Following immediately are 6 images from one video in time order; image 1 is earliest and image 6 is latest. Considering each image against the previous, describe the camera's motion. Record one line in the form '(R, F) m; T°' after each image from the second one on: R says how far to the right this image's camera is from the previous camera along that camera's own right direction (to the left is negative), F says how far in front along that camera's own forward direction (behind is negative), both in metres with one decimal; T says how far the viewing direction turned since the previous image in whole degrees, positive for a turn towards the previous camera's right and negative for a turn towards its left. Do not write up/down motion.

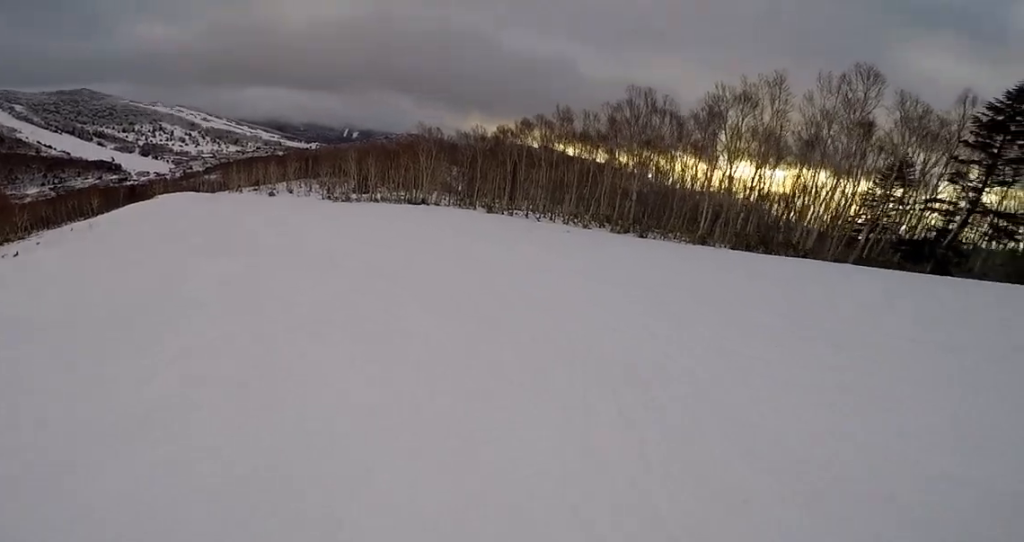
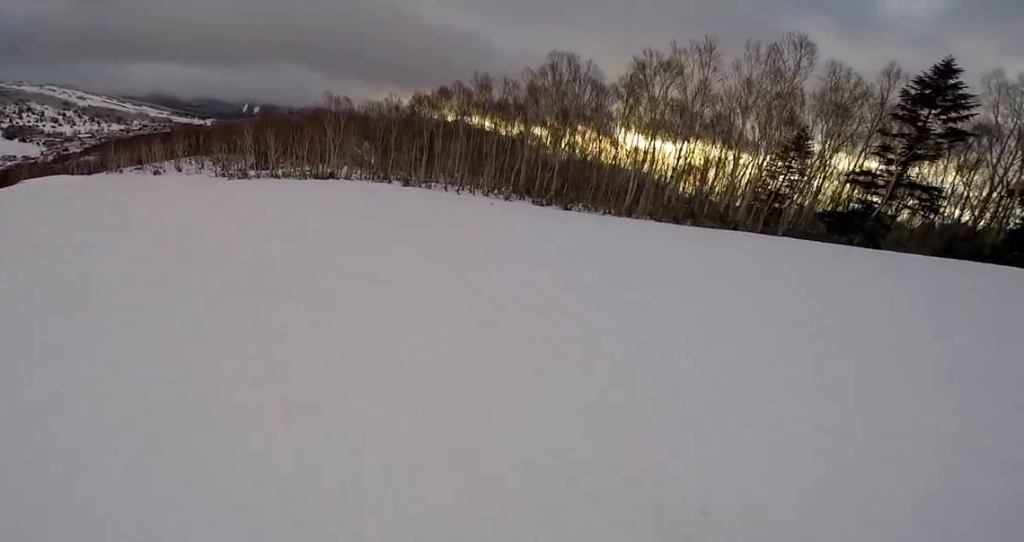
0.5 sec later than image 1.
(+0.3, +2.7) m; 0°
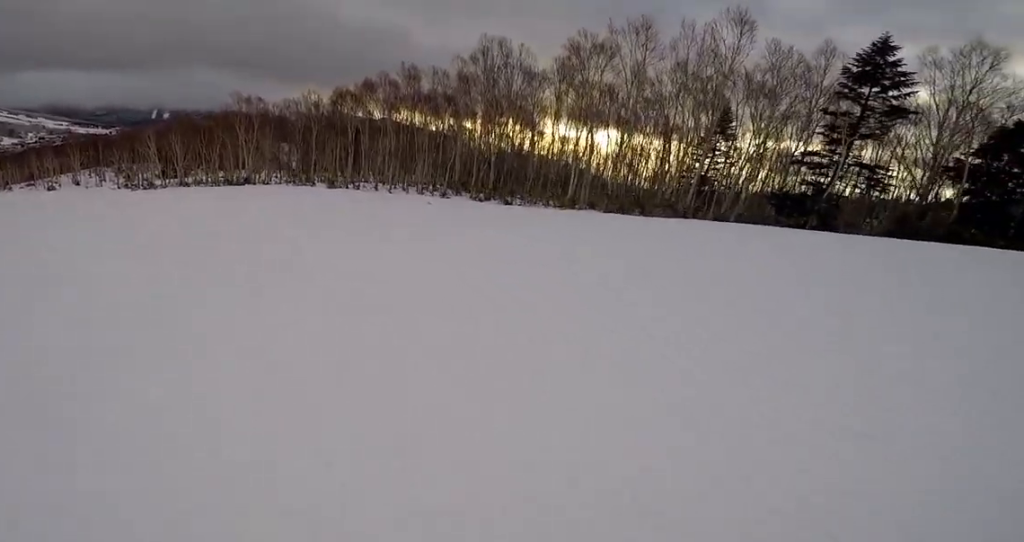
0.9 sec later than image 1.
(+0.3, +2.6) m; 0°
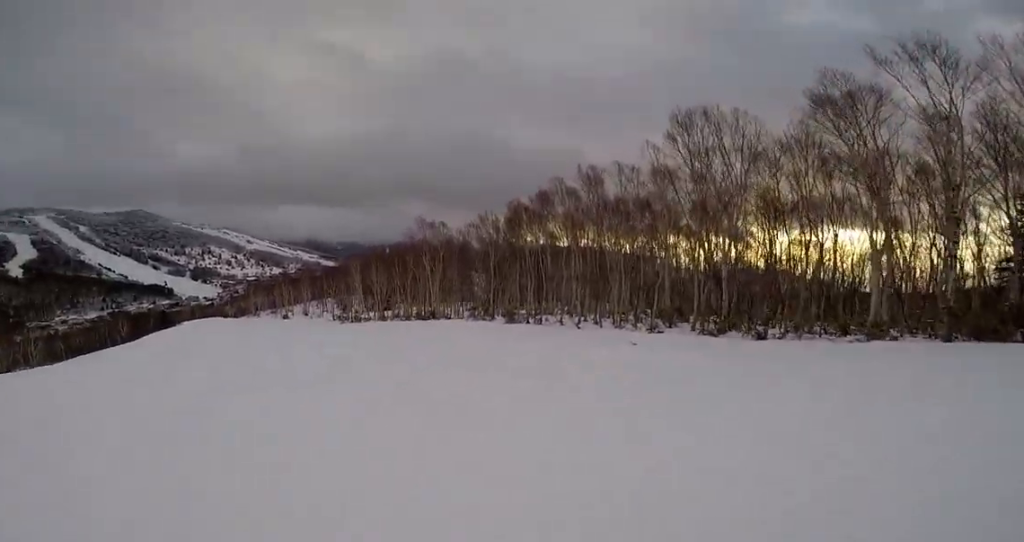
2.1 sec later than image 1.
(-1.0, +6.9) m; -20°
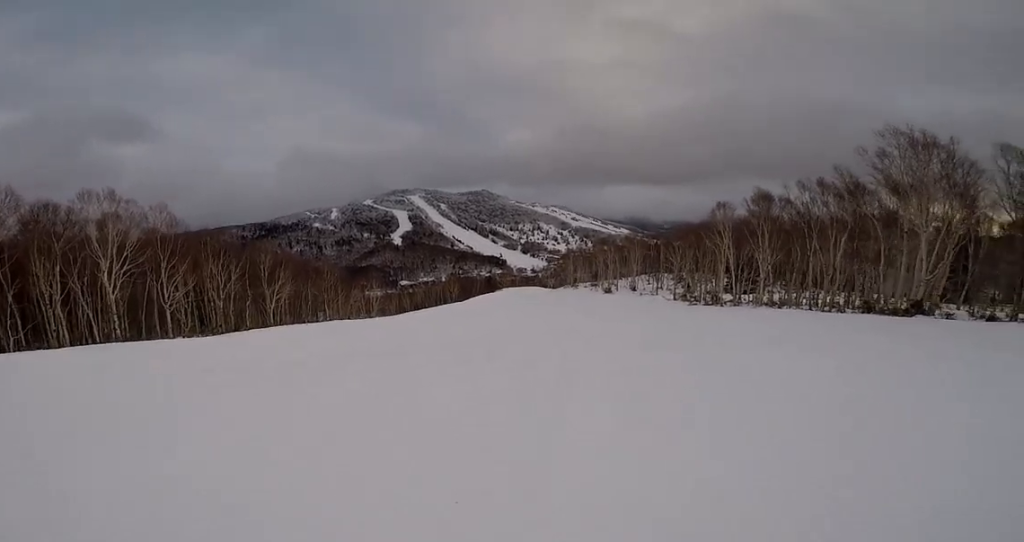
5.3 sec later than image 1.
(-10.4, +15.8) m; -39°
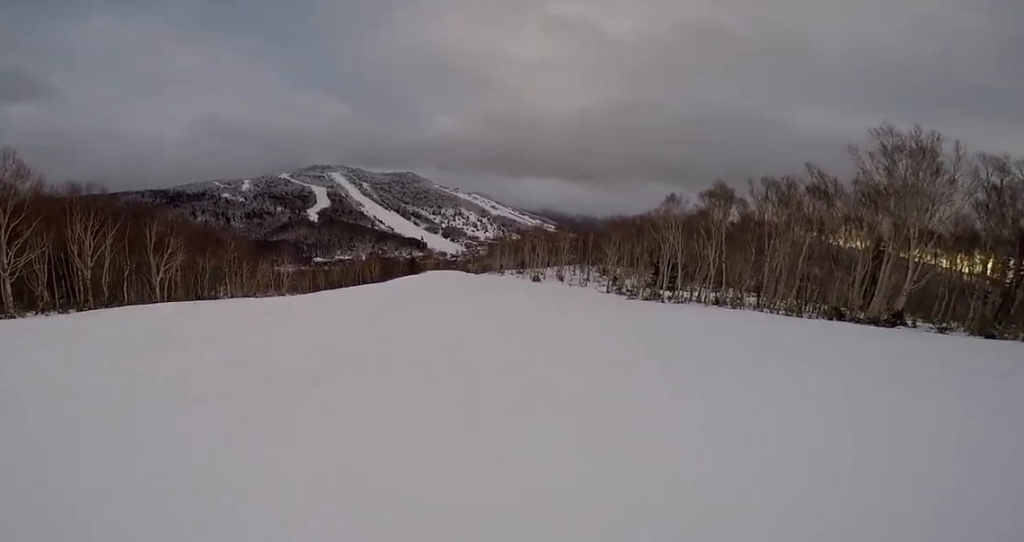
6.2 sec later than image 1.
(+1.0, +5.4) m; +15°
